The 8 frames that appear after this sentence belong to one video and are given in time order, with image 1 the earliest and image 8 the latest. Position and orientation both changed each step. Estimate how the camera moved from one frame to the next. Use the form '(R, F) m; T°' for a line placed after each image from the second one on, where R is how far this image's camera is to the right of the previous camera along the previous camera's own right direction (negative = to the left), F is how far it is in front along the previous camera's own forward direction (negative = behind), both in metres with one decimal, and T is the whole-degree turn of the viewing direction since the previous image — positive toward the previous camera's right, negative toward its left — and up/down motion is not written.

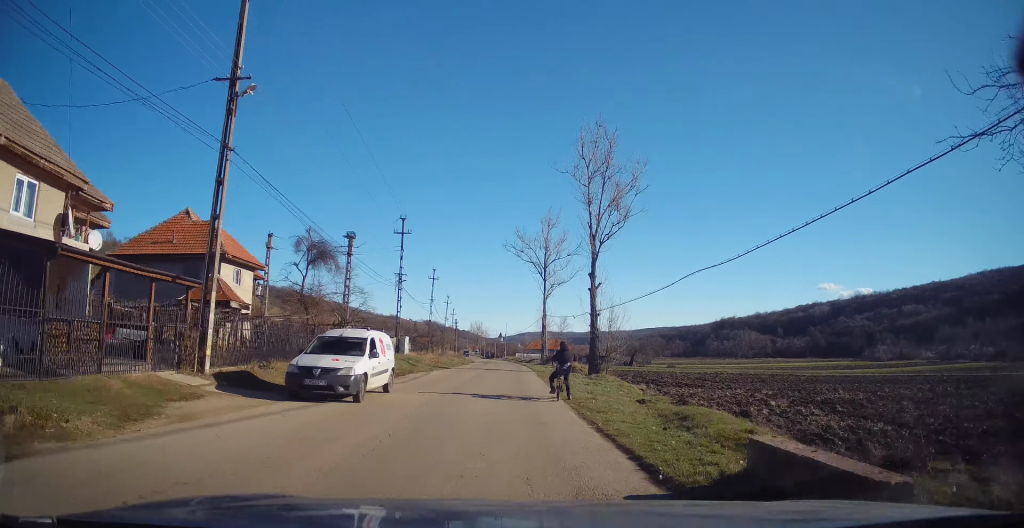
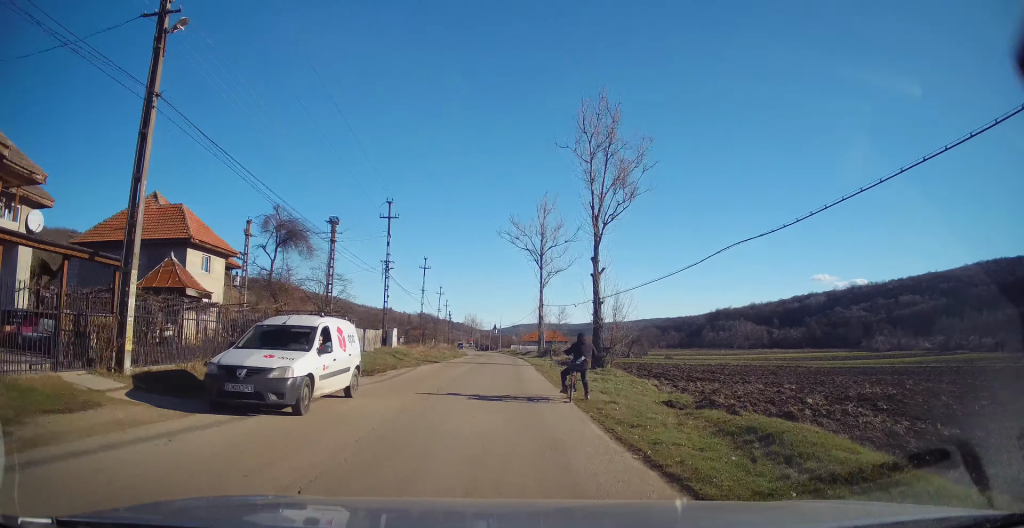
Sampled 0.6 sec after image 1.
(0.0, +3.2) m; +3°
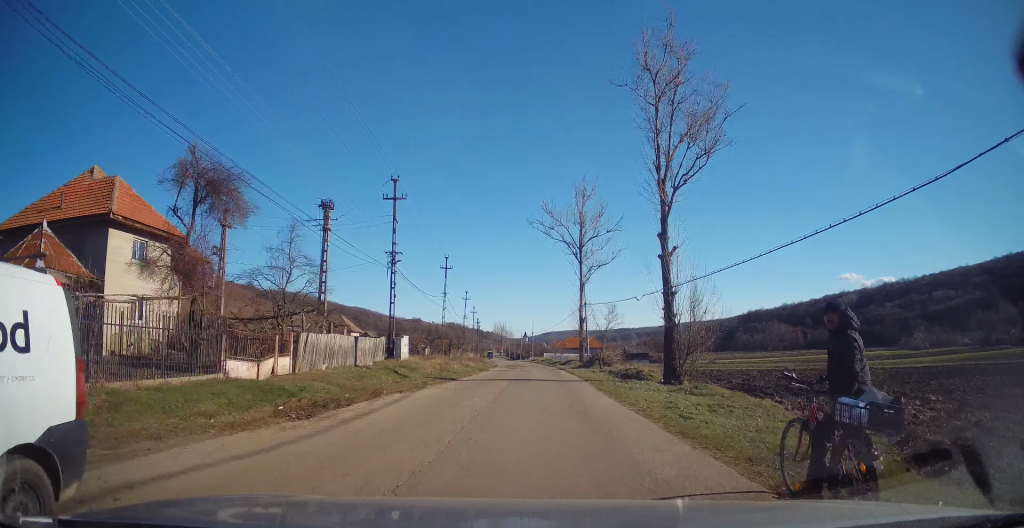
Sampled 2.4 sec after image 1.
(-0.7, +9.7) m; -10°
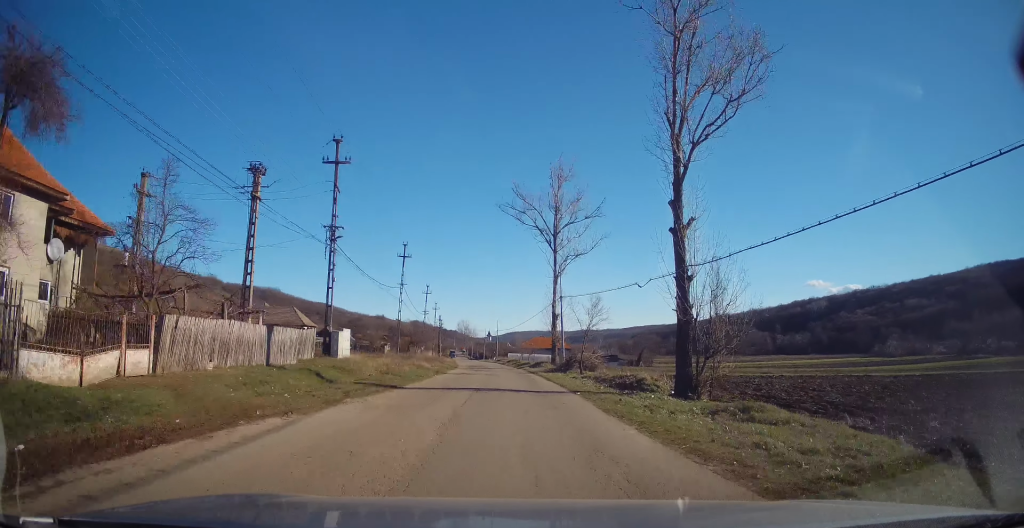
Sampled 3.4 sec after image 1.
(+0.3, +6.4) m; +6°
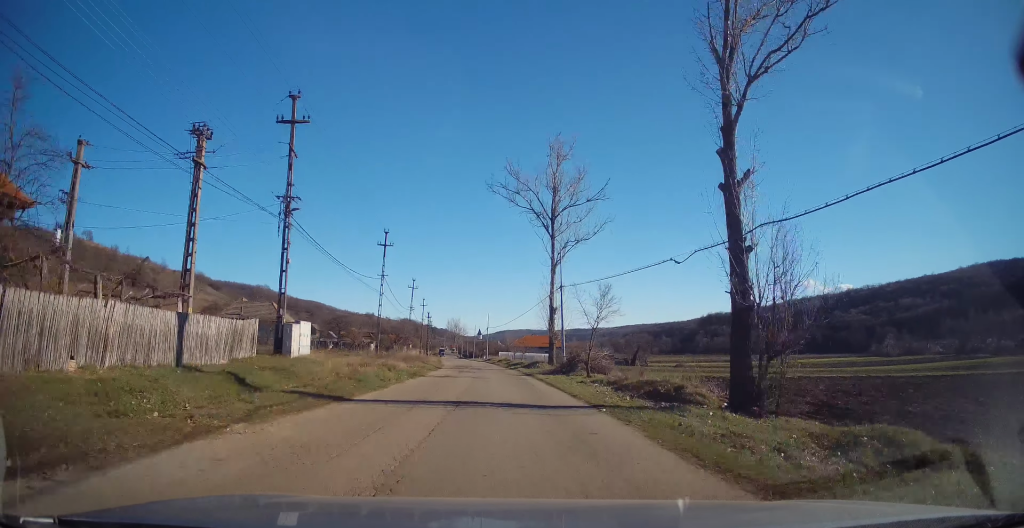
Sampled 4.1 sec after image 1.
(+0.2, +5.1) m; +4°
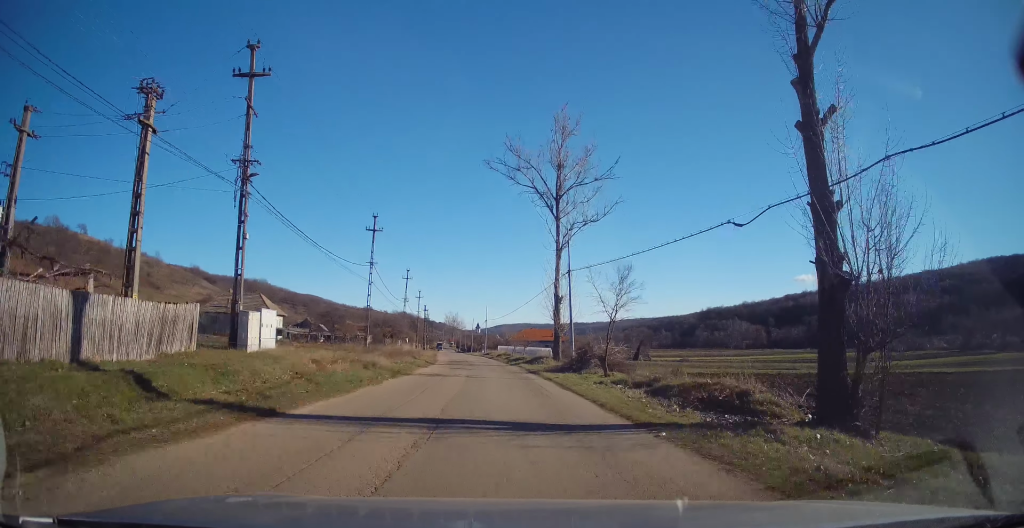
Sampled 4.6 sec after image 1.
(0.0, +3.7) m; +2°
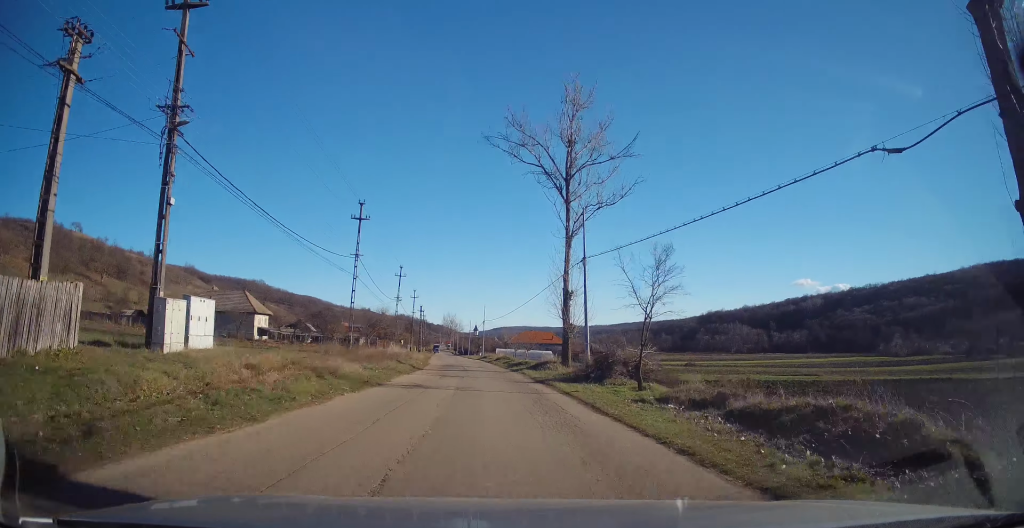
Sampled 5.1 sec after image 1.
(+0.2, +5.2) m; -1°
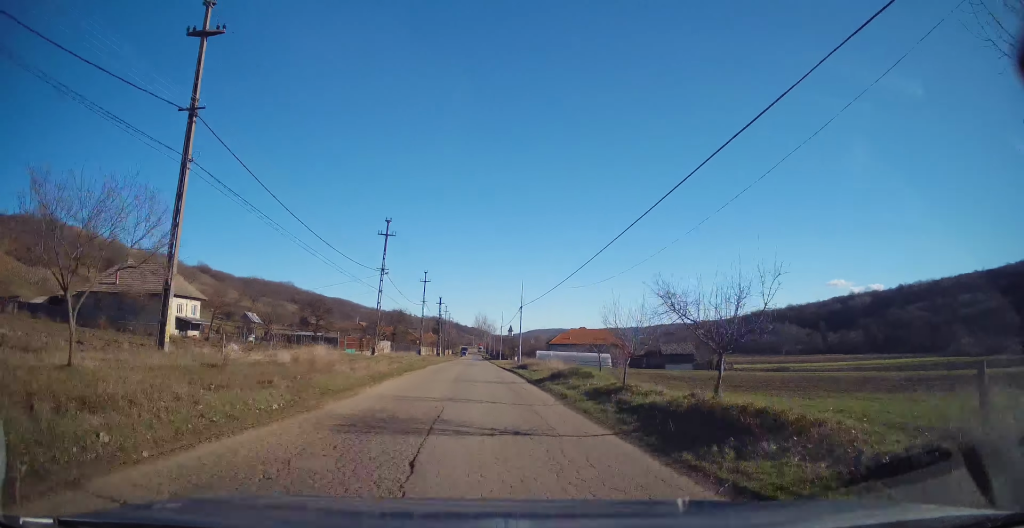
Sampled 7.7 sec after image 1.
(-1.2, +28.9) m; -5°
